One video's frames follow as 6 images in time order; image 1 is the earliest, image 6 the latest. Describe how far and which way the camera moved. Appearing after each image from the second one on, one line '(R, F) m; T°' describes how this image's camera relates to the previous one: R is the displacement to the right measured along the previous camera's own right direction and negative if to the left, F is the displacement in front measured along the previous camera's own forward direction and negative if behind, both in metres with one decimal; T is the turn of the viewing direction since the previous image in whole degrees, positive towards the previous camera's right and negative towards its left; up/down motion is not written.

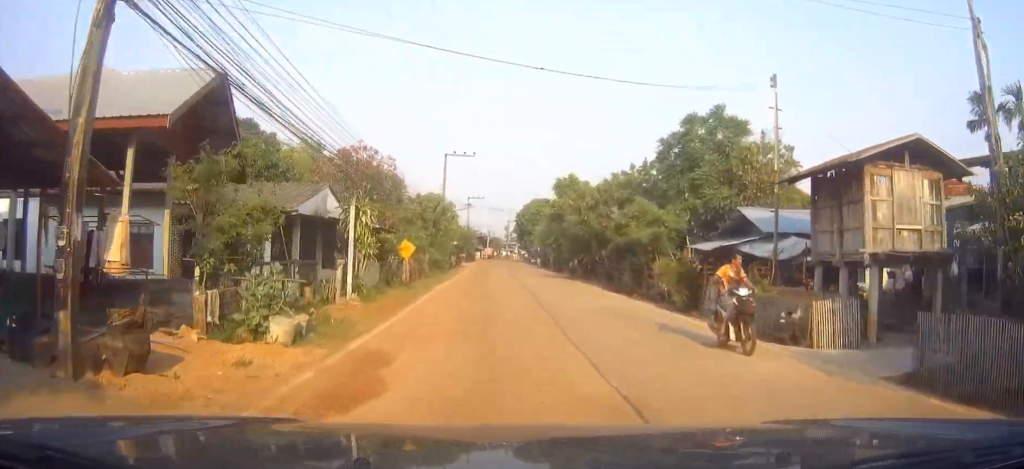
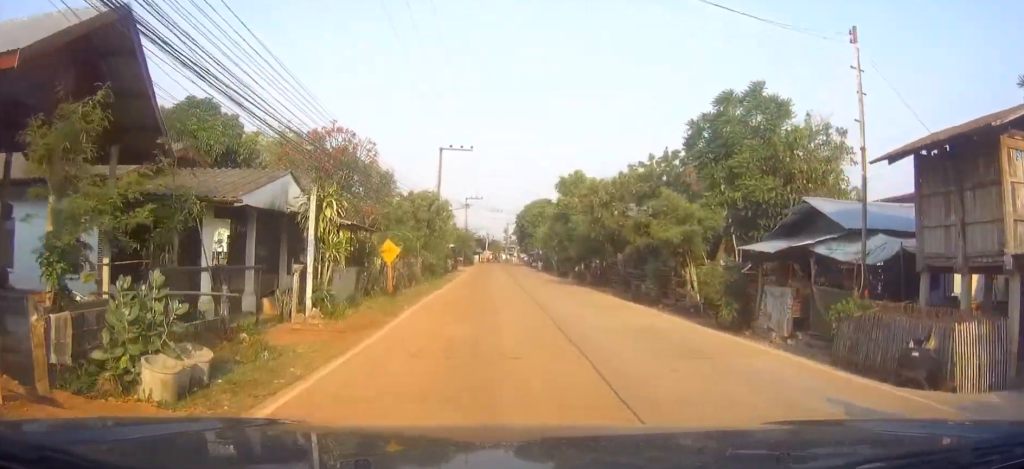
(-0.1, +4.9) m; 0°
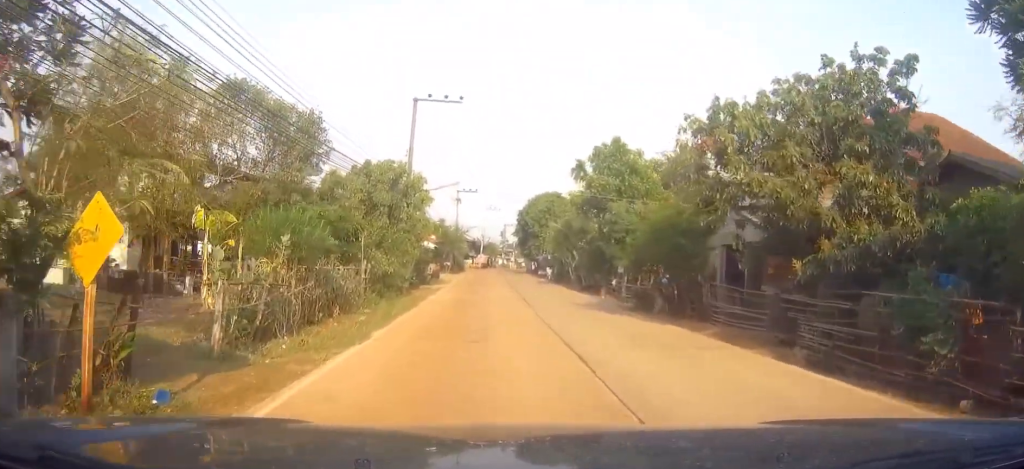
(0.0, +17.9) m; -1°
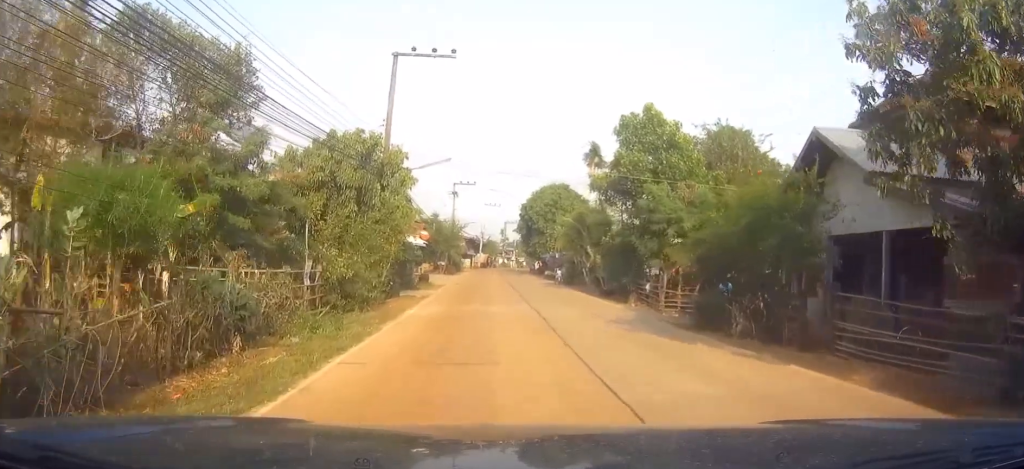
(0.0, +7.8) m; +1°
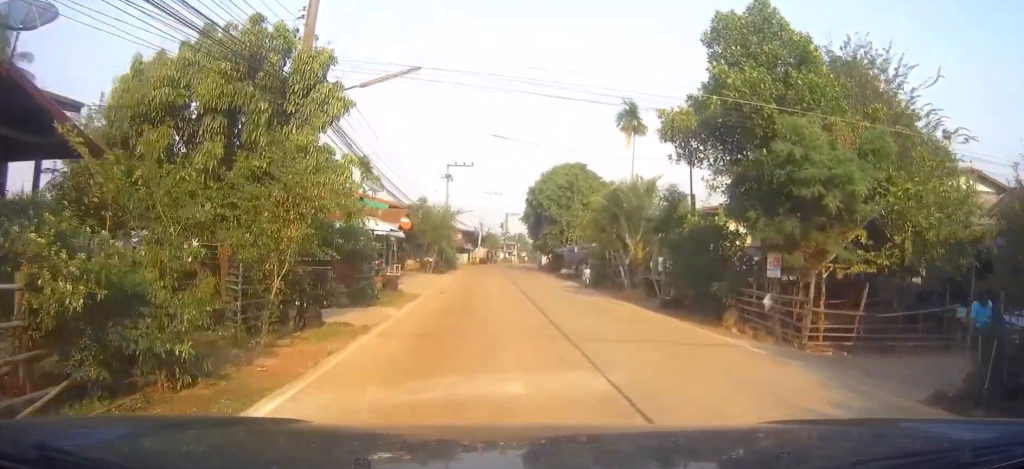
(+0.1, +11.9) m; -1°
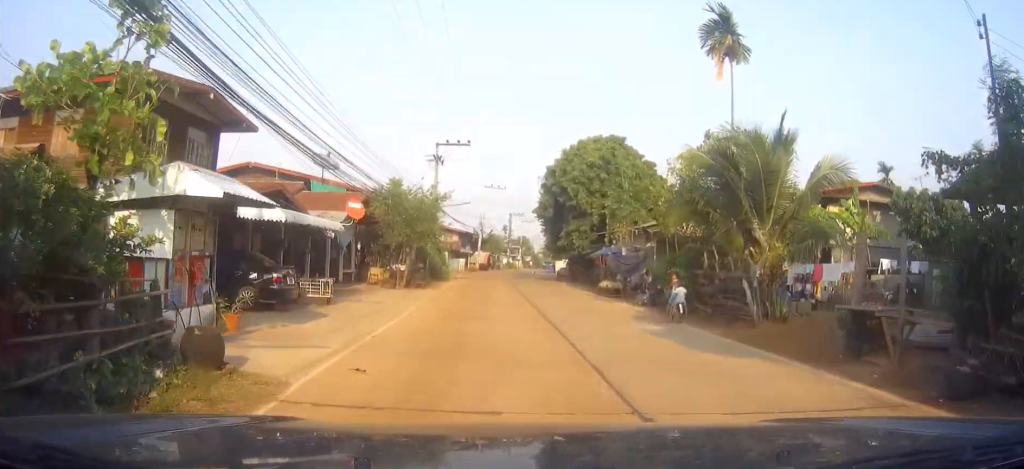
(-0.1, +14.9) m; +2°
